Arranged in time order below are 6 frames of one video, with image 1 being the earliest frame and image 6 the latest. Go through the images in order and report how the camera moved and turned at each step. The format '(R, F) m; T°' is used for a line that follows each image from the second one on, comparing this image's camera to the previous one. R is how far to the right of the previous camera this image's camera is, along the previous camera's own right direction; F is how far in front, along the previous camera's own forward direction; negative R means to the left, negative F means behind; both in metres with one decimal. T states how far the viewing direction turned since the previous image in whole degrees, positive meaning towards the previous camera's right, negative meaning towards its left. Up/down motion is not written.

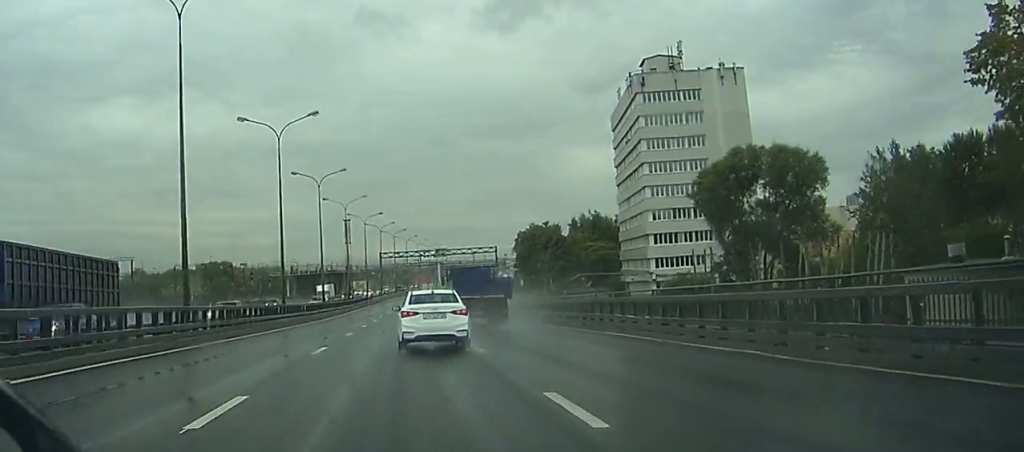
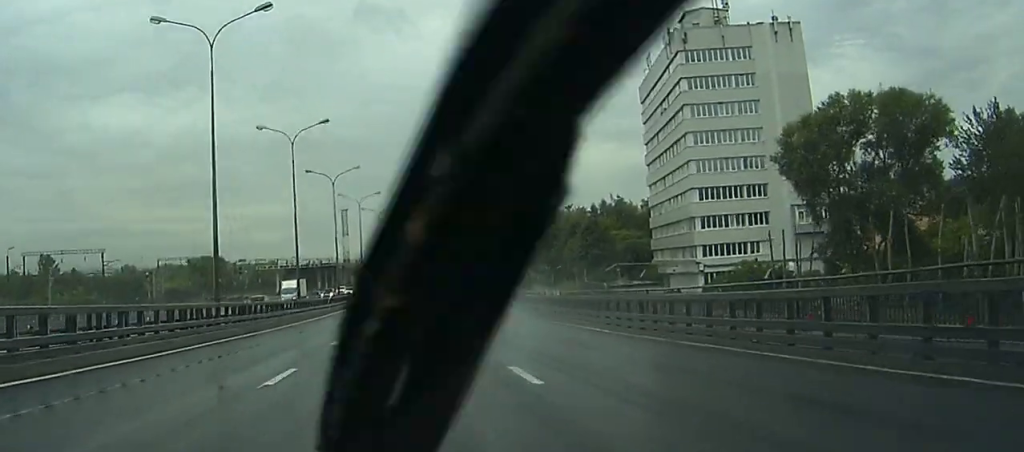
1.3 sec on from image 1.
(-0.1, +20.0) m; -1°
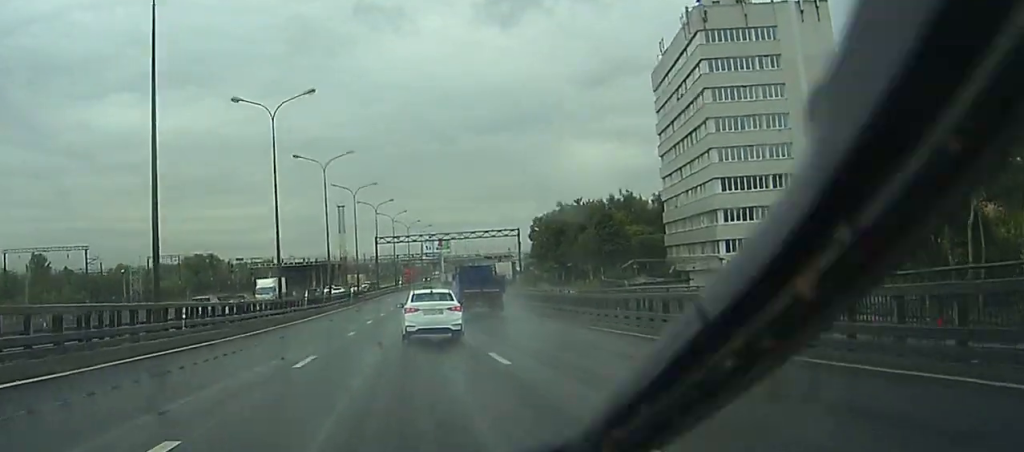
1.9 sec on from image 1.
(-0.1, +8.4) m; 0°
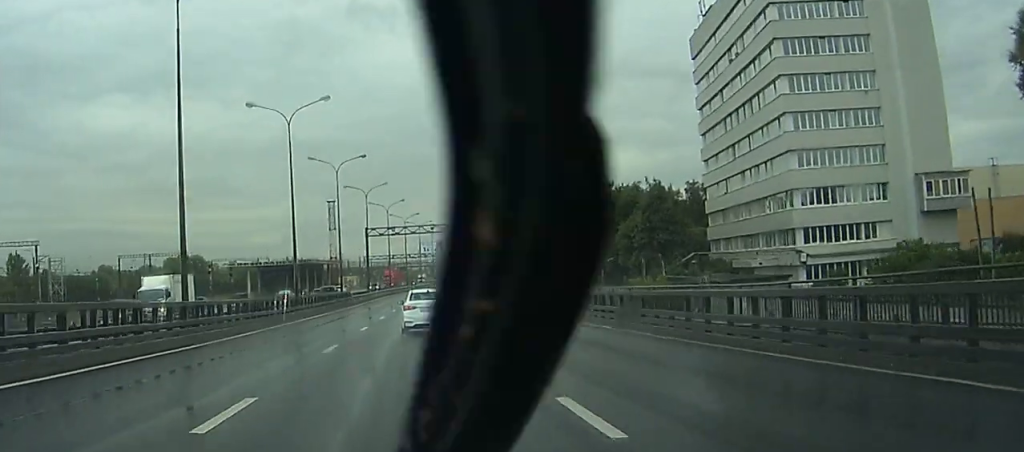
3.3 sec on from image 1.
(-0.1, +21.0) m; 0°
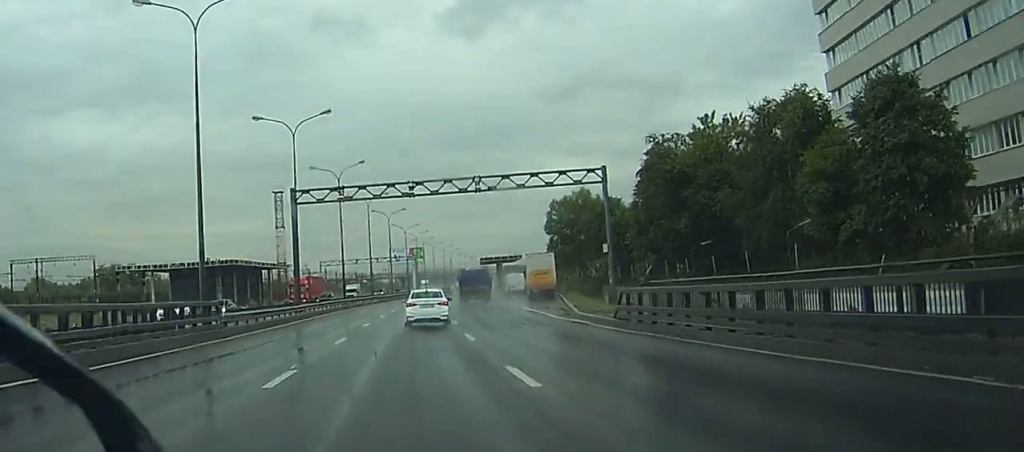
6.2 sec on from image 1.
(+1.1, +43.1) m; +3°
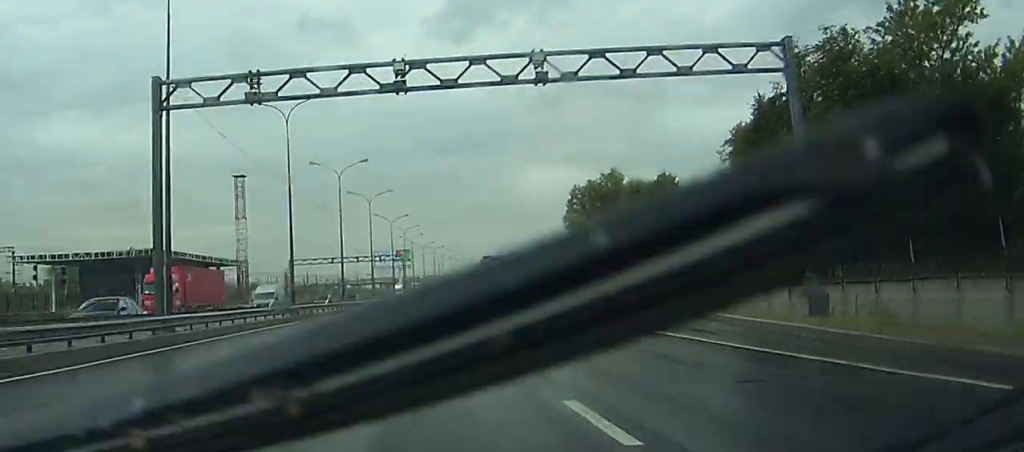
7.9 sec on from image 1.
(+0.1, +27.8) m; 0°
